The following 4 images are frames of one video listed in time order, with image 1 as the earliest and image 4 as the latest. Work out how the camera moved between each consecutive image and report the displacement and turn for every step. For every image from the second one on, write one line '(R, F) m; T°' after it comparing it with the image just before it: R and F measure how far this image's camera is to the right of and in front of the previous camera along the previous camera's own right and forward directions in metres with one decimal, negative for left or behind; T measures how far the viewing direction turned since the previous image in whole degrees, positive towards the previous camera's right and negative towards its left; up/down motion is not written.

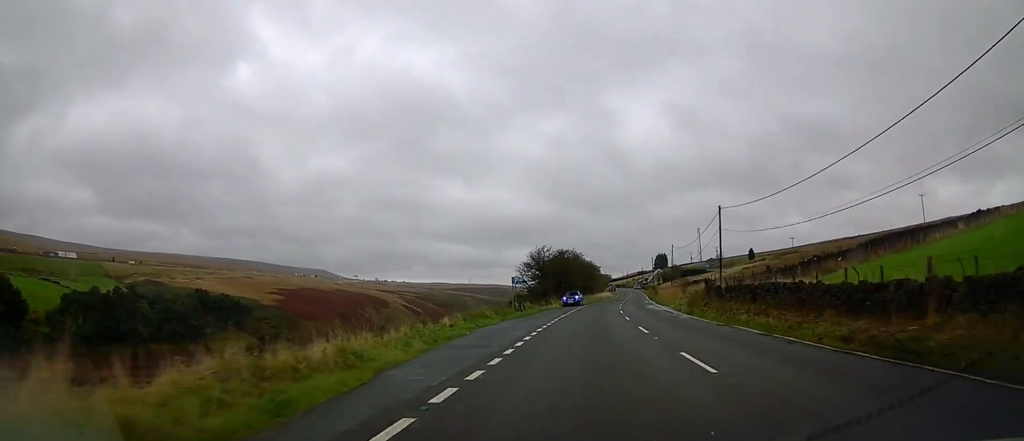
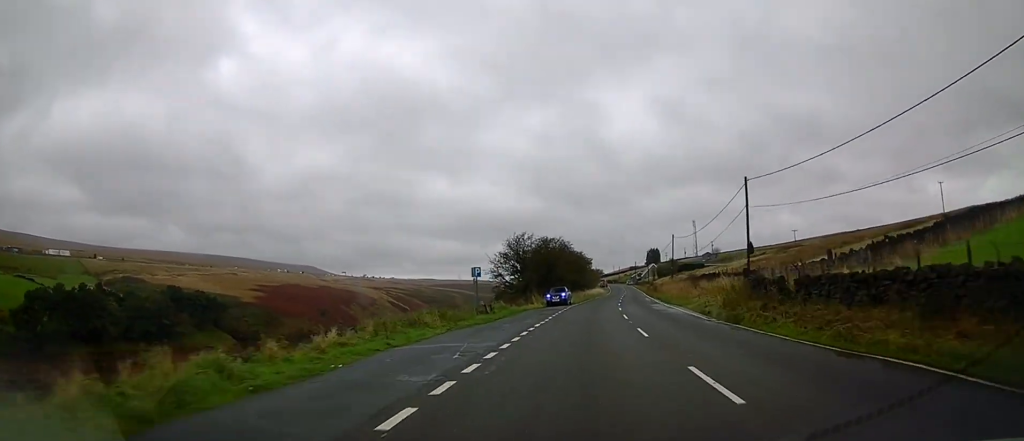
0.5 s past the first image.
(-0.1, +10.9) m; +1°
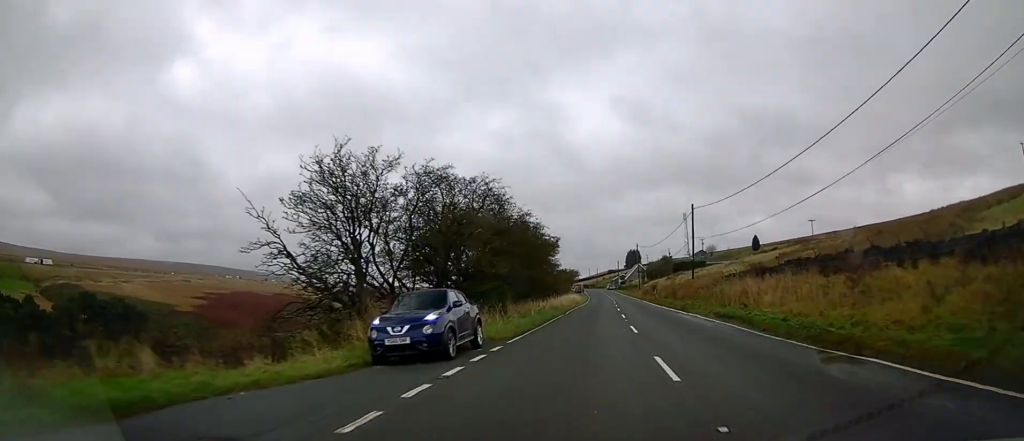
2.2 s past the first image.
(+1.4, +32.7) m; +4°
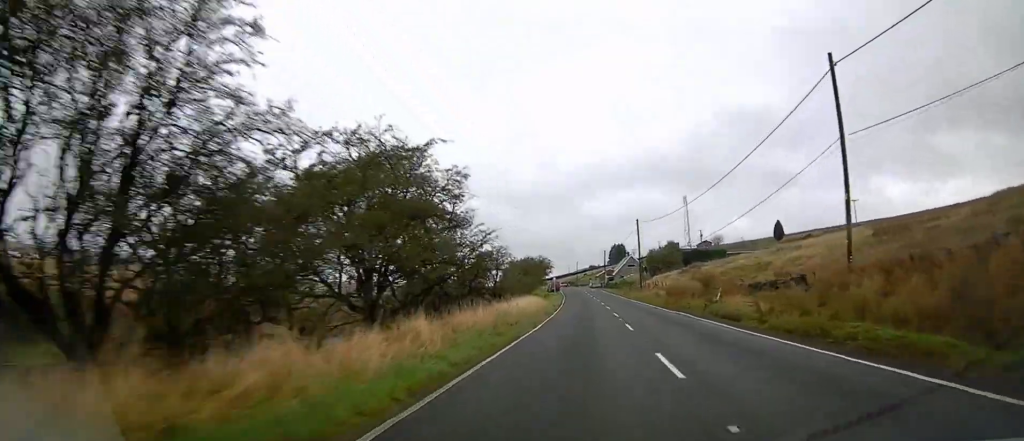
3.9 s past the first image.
(+0.3, +34.6) m; 0°
